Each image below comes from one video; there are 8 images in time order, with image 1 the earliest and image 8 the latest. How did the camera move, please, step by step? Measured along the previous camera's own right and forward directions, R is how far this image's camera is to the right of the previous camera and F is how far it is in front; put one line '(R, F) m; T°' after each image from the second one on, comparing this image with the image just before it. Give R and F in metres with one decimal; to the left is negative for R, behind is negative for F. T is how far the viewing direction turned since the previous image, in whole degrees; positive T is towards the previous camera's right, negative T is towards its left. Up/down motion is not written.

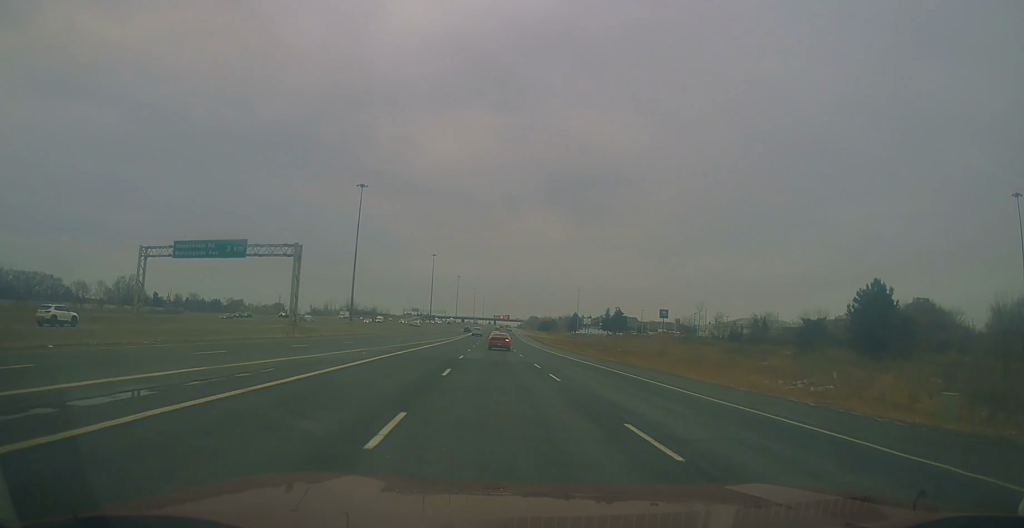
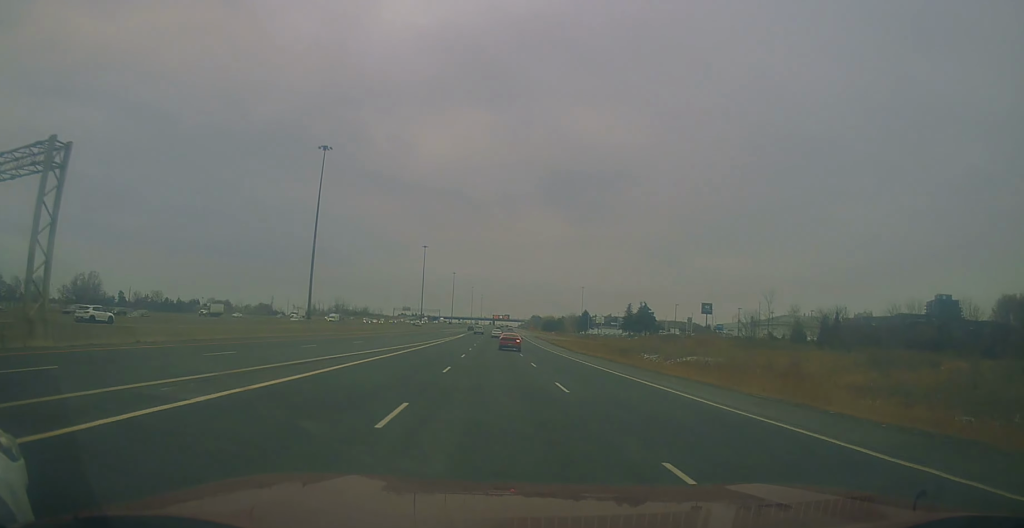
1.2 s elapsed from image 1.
(-0.4, +34.9) m; 0°
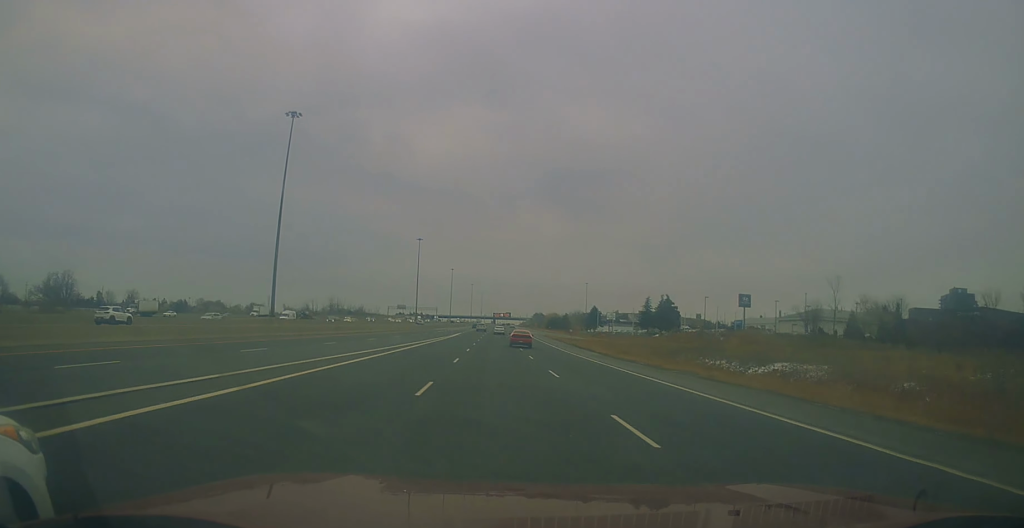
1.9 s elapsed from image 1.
(-0.1, +20.5) m; 0°
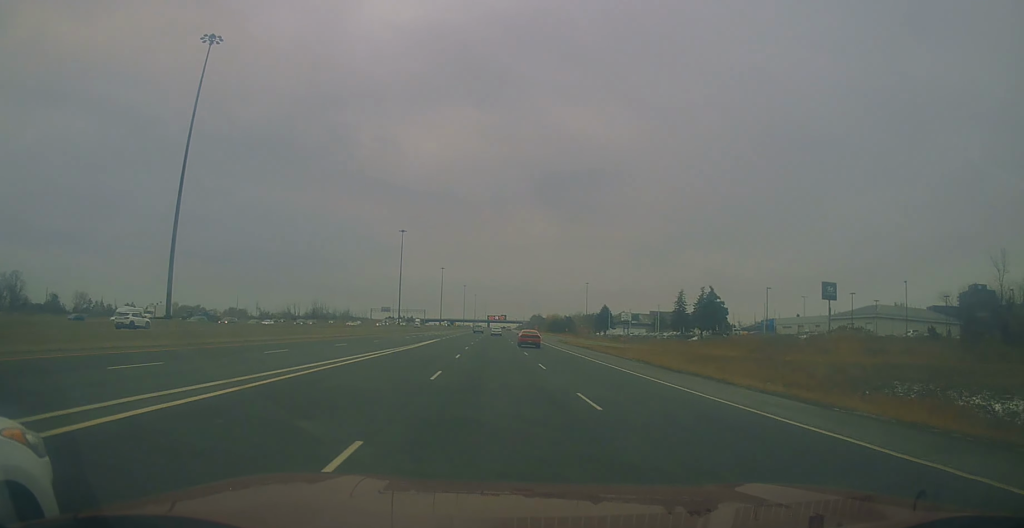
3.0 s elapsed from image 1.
(+0.2, +32.5) m; 0°
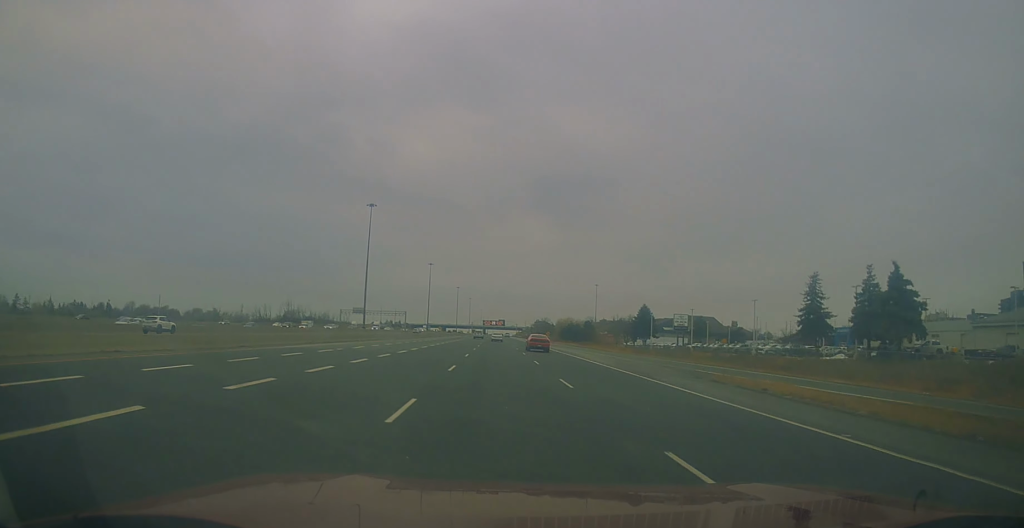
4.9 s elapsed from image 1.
(+0.5, +56.0) m; +1°
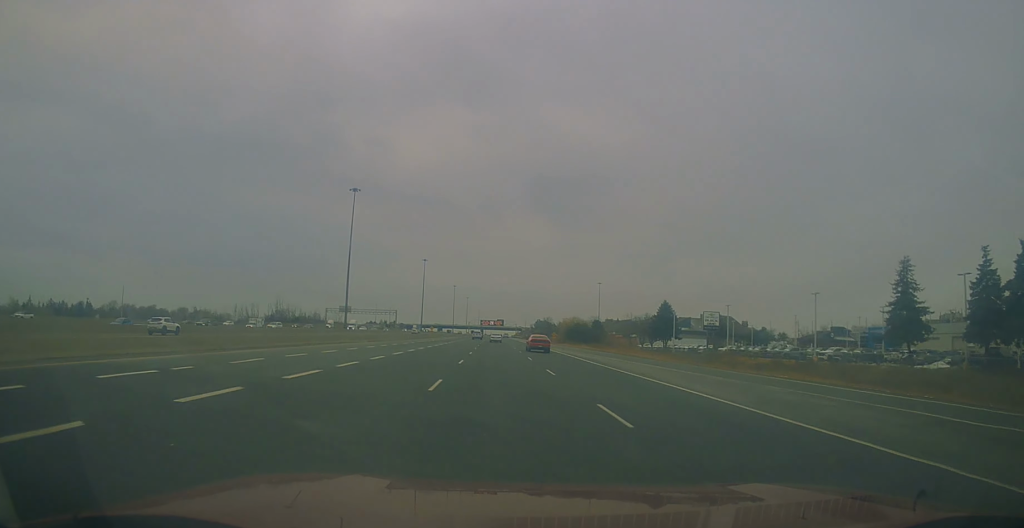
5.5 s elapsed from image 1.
(-0.2, +19.4) m; 0°
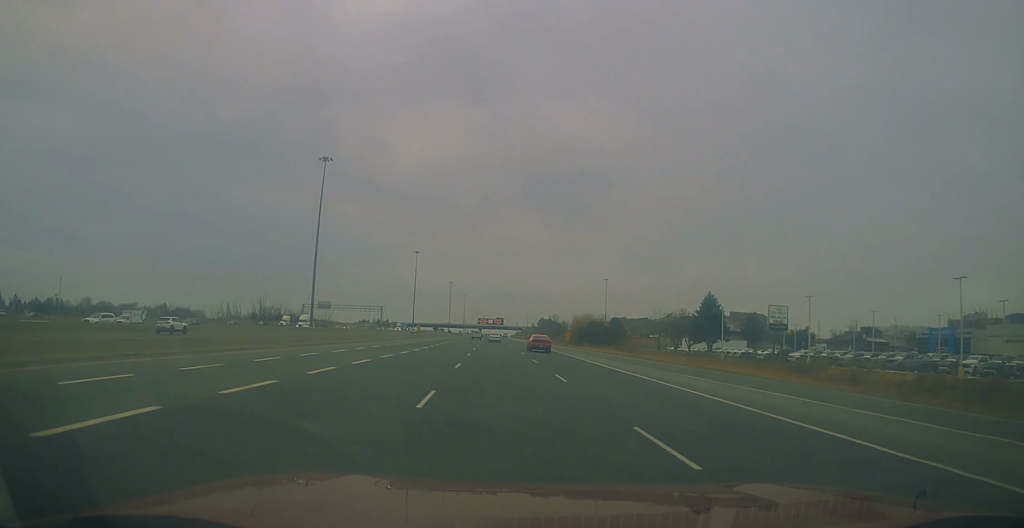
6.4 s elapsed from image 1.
(-0.1, +27.6) m; 0°
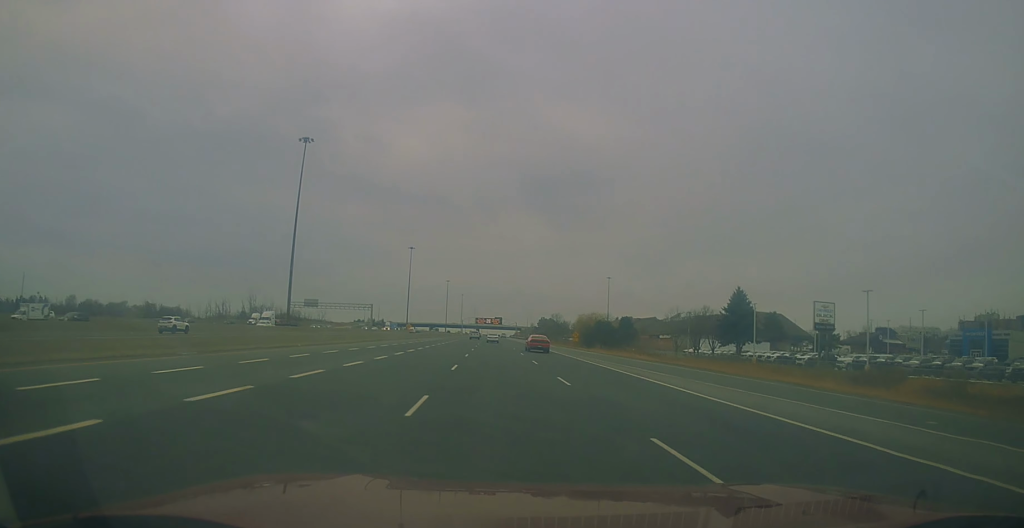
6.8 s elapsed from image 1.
(-0.1, +13.3) m; 0°
